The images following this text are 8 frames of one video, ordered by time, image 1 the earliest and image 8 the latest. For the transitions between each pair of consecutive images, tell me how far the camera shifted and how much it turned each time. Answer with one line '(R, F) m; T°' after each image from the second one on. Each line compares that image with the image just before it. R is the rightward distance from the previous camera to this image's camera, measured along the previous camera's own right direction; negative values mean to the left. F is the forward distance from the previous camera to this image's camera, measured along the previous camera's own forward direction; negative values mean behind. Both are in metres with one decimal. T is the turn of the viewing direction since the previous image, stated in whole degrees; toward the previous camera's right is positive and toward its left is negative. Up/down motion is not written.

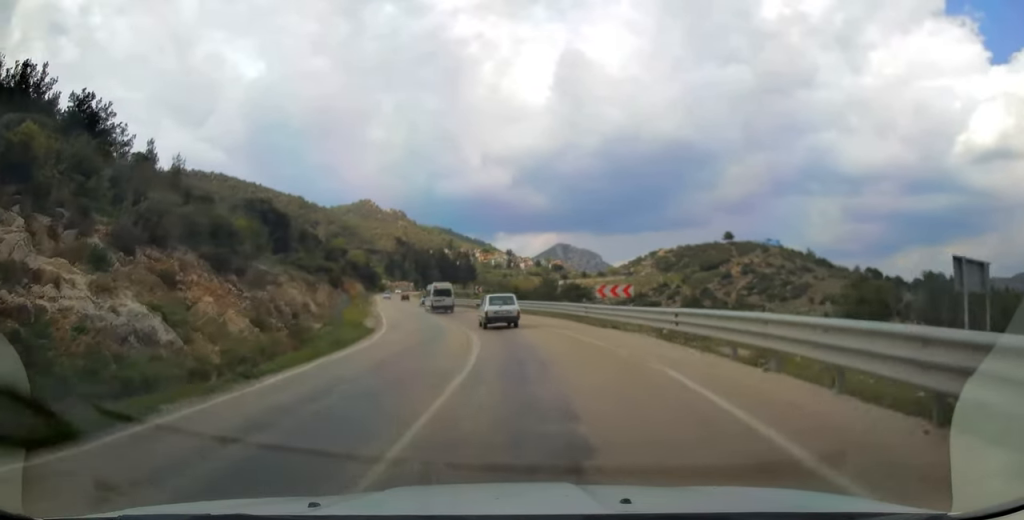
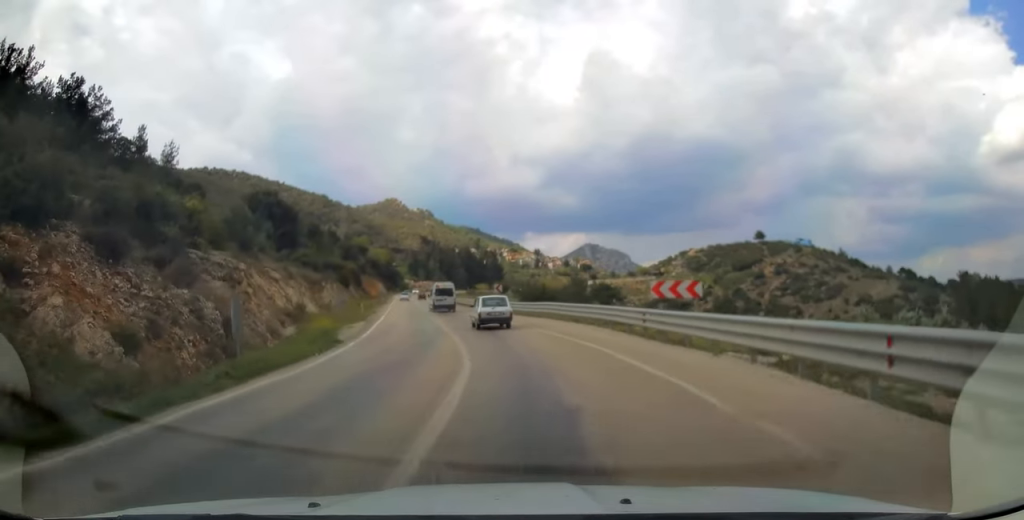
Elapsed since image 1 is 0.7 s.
(-0.1, +8.3) m; -3°
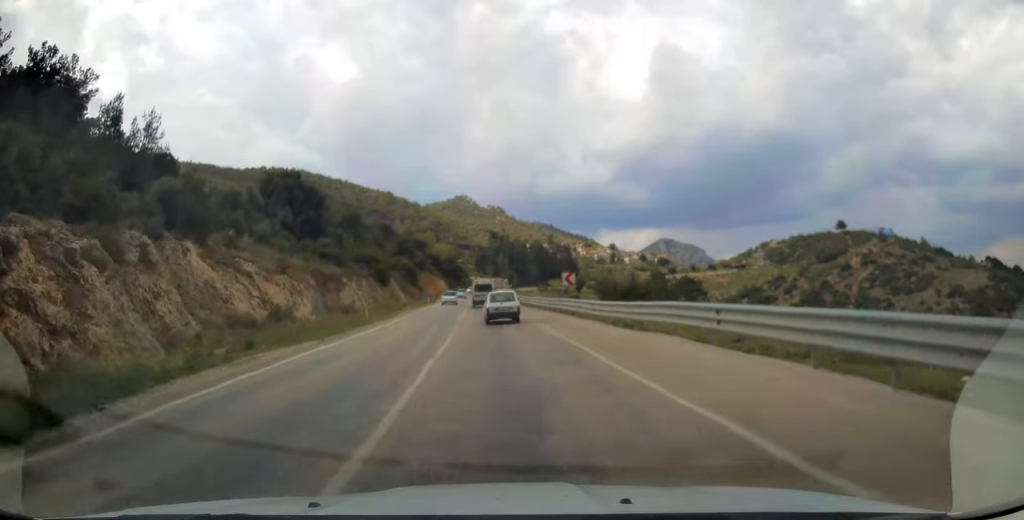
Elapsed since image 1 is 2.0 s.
(-1.1, +17.7) m; -6°
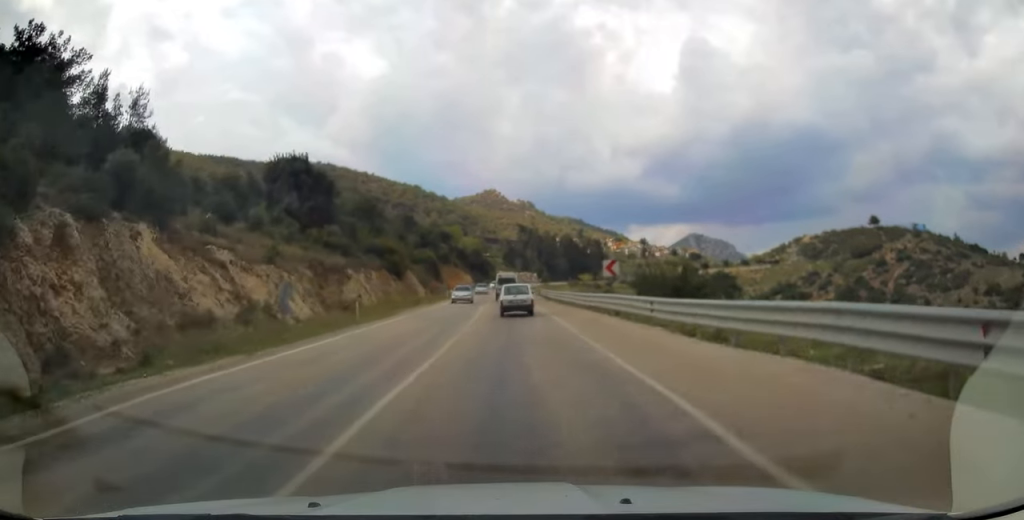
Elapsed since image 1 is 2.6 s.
(-0.2, +7.0) m; -2°
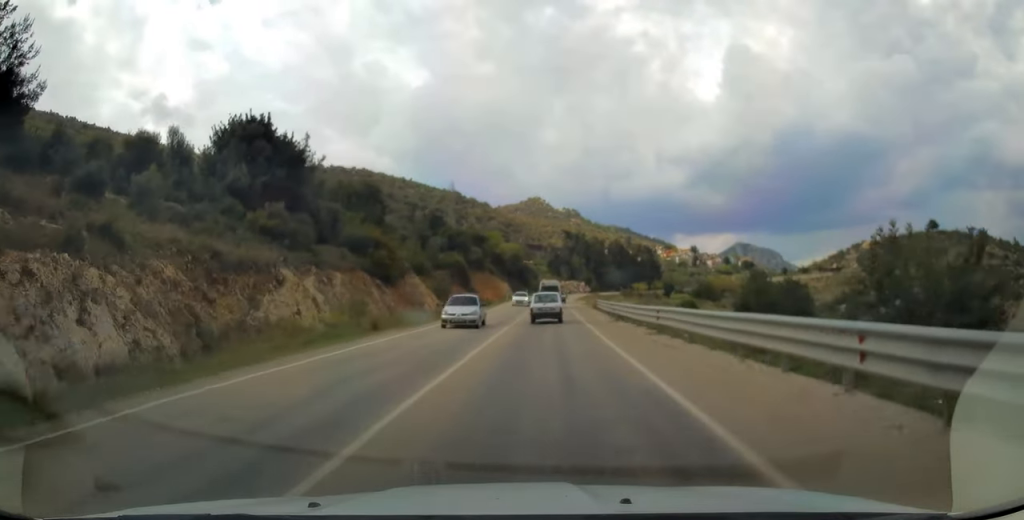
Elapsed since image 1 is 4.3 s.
(-0.9, +22.1) m; -4°
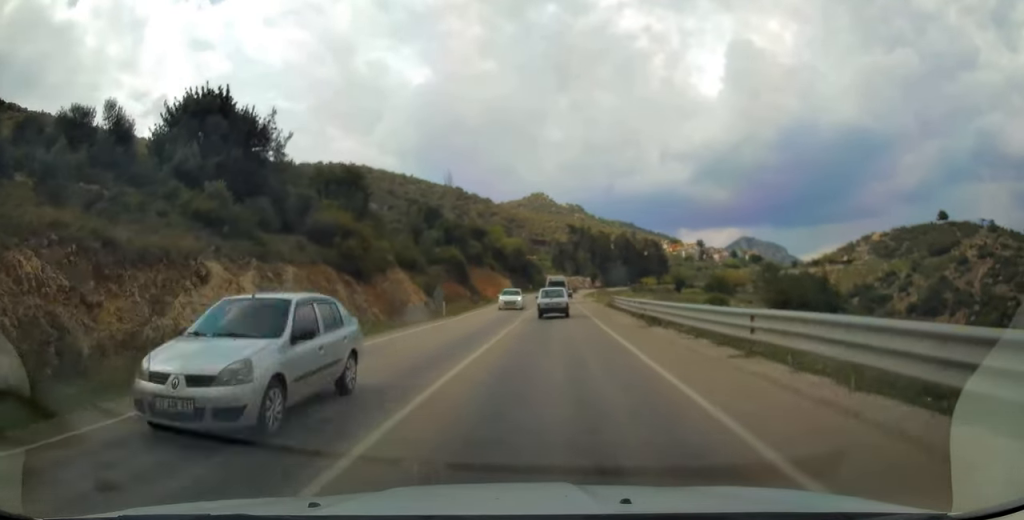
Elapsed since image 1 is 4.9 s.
(-0.1, +8.2) m; -1°
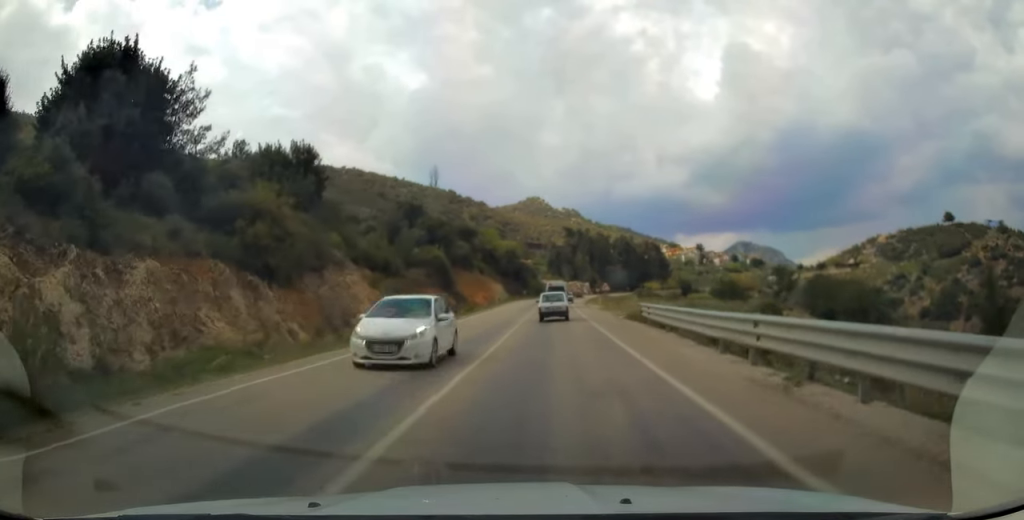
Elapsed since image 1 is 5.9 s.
(-0.2, +12.4) m; 0°
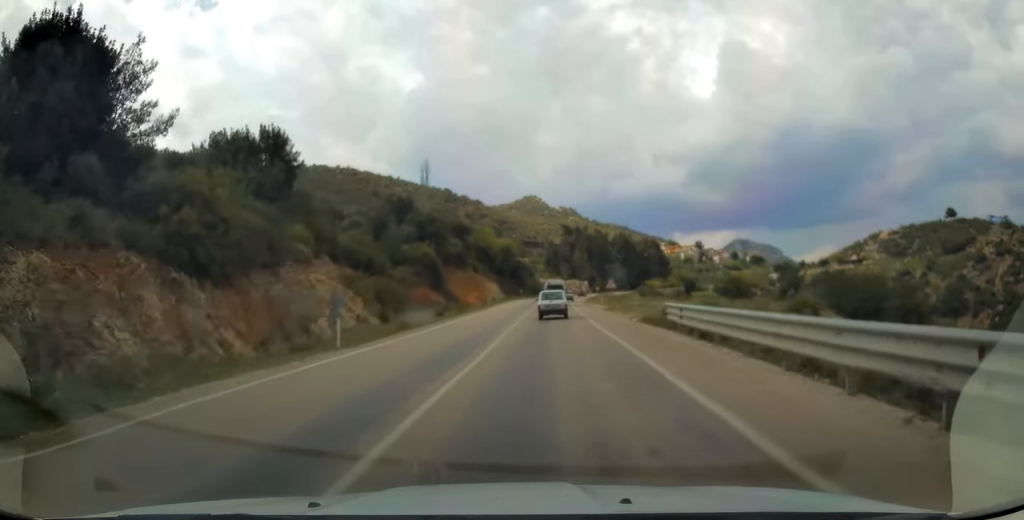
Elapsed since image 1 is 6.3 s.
(0.0, +5.7) m; 0°
